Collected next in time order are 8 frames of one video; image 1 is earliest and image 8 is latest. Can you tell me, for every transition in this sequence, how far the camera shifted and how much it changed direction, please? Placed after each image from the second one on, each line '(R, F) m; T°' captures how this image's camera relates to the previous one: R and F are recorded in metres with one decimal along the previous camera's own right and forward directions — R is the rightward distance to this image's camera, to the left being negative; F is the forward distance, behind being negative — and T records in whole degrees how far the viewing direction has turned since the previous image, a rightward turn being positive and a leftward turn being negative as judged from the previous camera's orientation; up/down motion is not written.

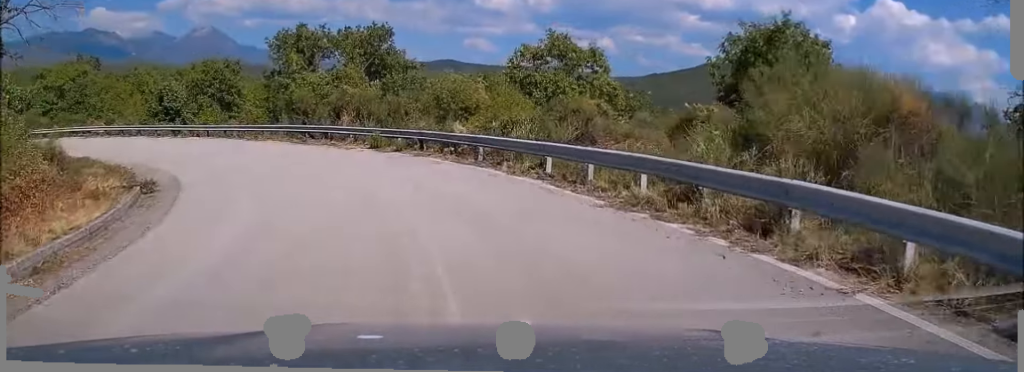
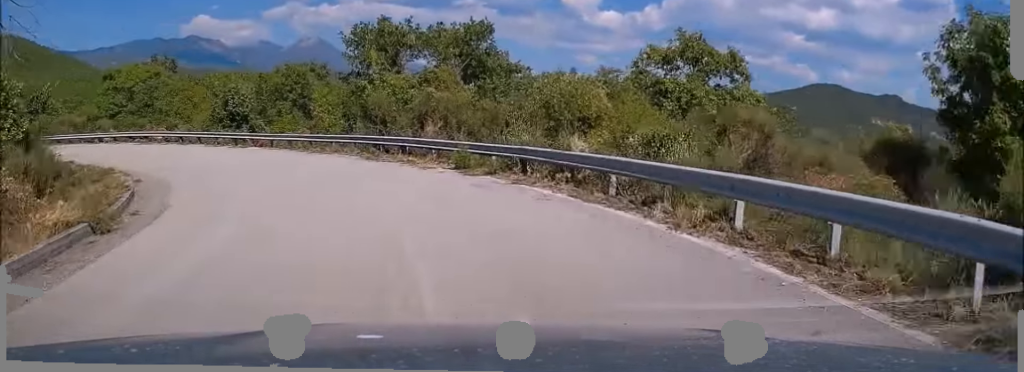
(-1.1, +6.3) m; -11°
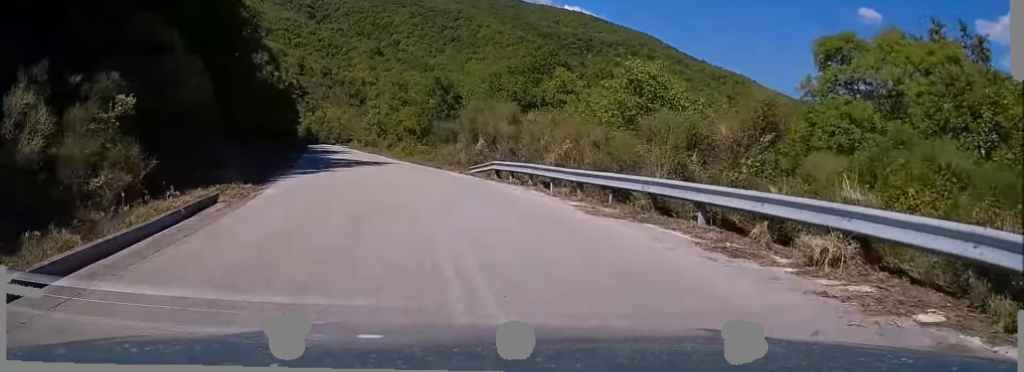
(-22.6, +37.2) m; -58°
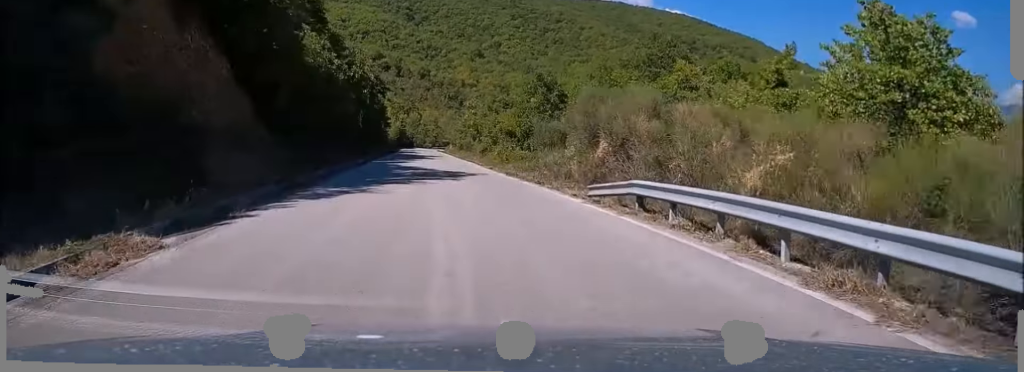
(-0.7, +10.6) m; -7°
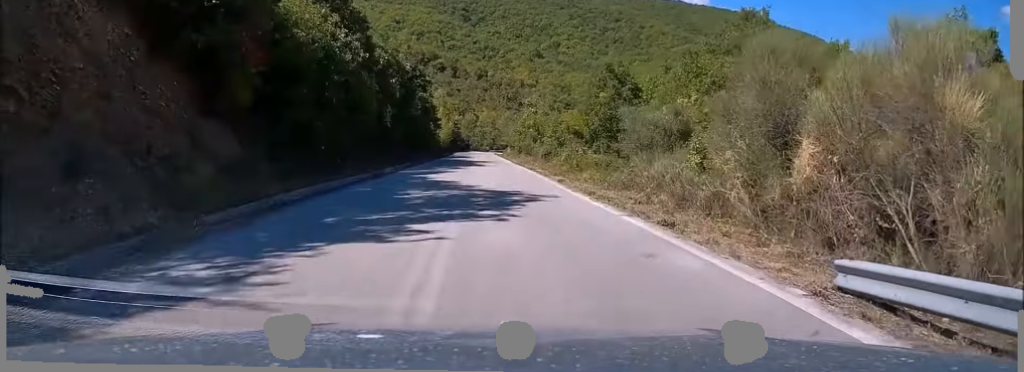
(-0.8, +12.0) m; -6°
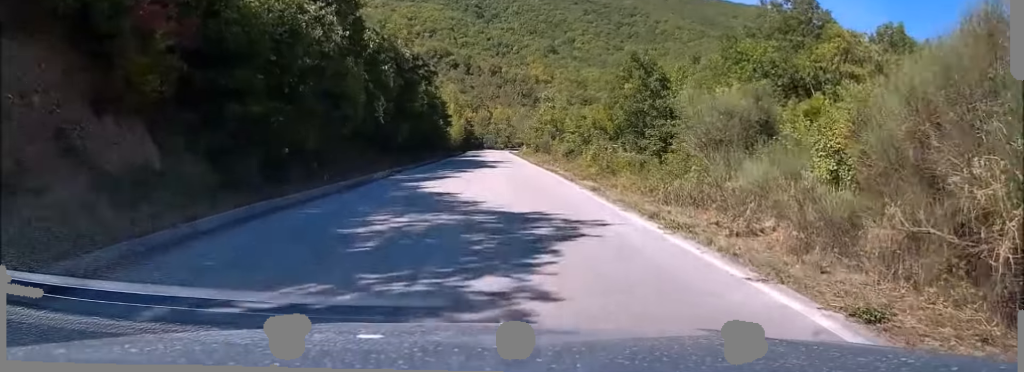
(-0.1, +7.0) m; -3°
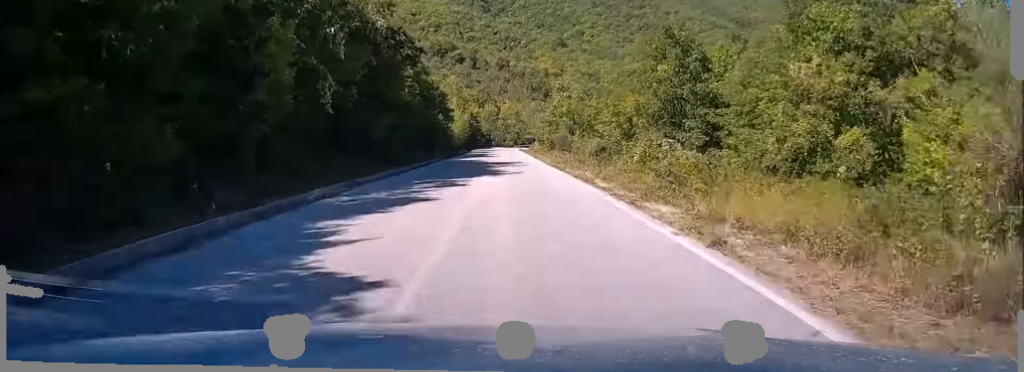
(-0.5, +11.4) m; -1°
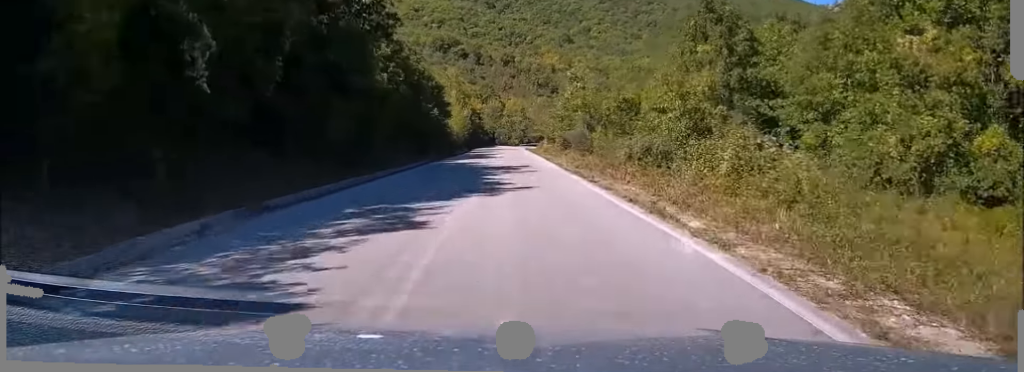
(-0.1, +10.7) m; 0°
